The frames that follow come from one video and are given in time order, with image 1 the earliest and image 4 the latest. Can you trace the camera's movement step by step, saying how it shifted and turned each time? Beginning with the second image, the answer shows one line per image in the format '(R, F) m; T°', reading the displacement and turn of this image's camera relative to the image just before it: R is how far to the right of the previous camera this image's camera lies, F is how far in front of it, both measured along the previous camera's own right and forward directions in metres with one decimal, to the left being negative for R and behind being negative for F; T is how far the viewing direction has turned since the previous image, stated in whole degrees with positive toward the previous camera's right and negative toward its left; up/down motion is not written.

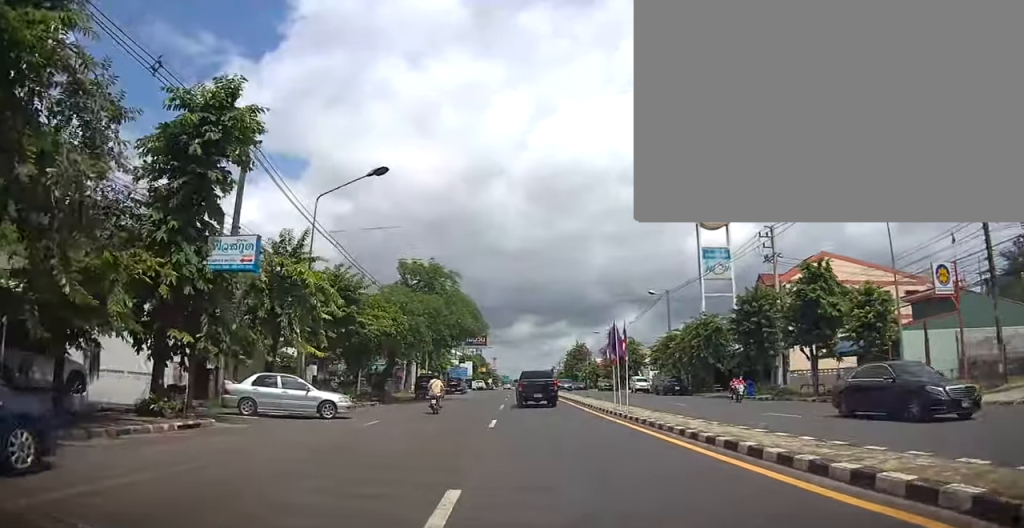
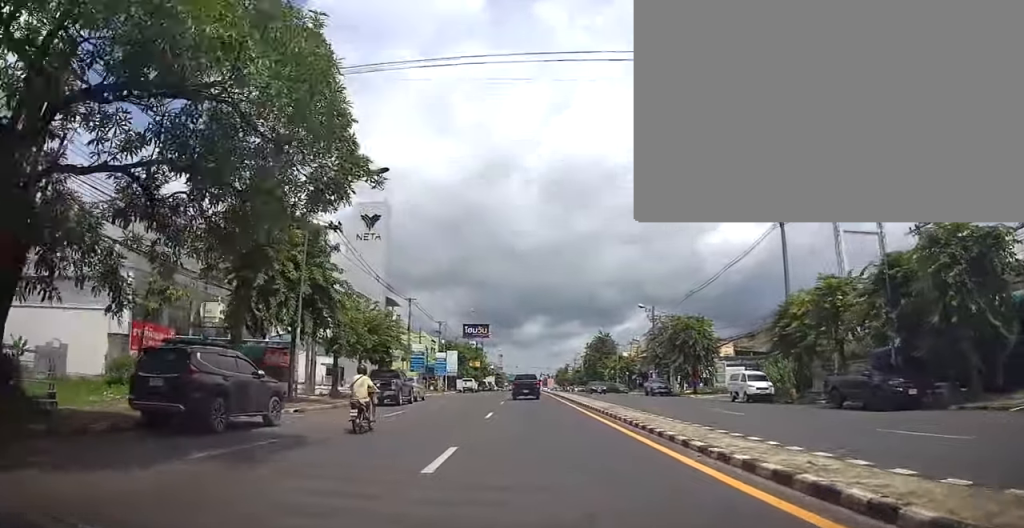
(+0.4, +31.7) m; +3°
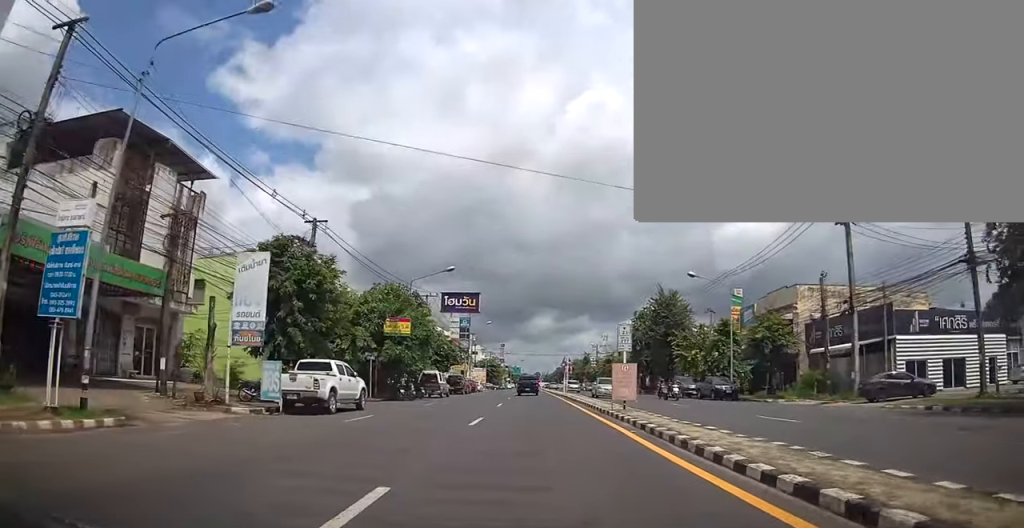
(+0.3, +51.8) m; 0°
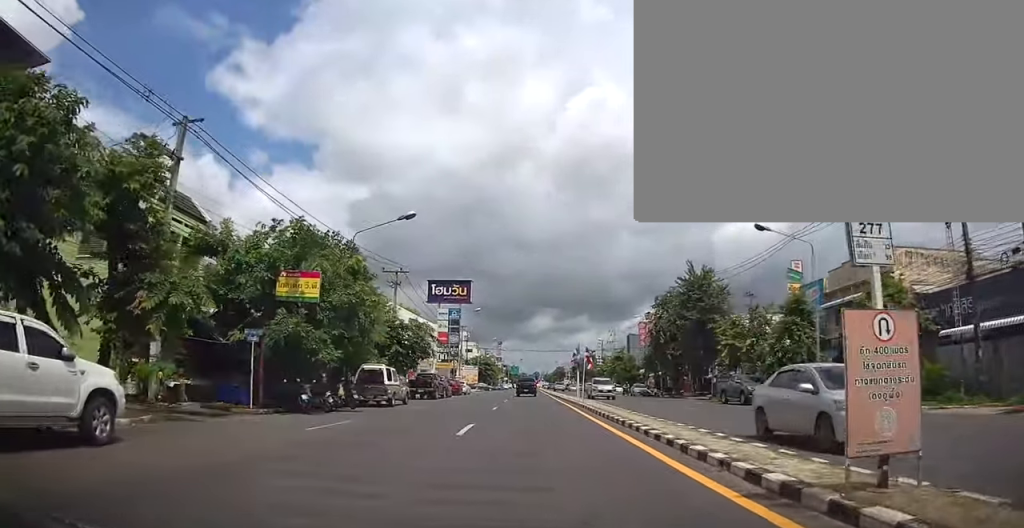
(-0.3, +14.1) m; -1°
